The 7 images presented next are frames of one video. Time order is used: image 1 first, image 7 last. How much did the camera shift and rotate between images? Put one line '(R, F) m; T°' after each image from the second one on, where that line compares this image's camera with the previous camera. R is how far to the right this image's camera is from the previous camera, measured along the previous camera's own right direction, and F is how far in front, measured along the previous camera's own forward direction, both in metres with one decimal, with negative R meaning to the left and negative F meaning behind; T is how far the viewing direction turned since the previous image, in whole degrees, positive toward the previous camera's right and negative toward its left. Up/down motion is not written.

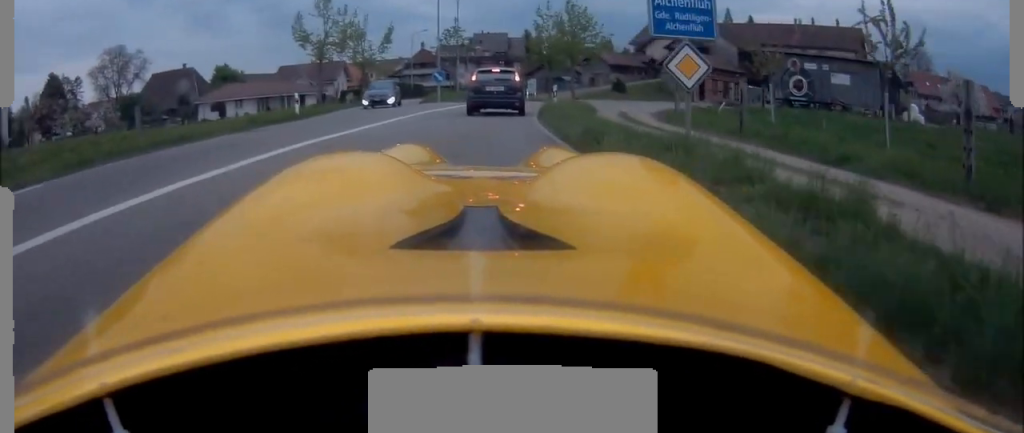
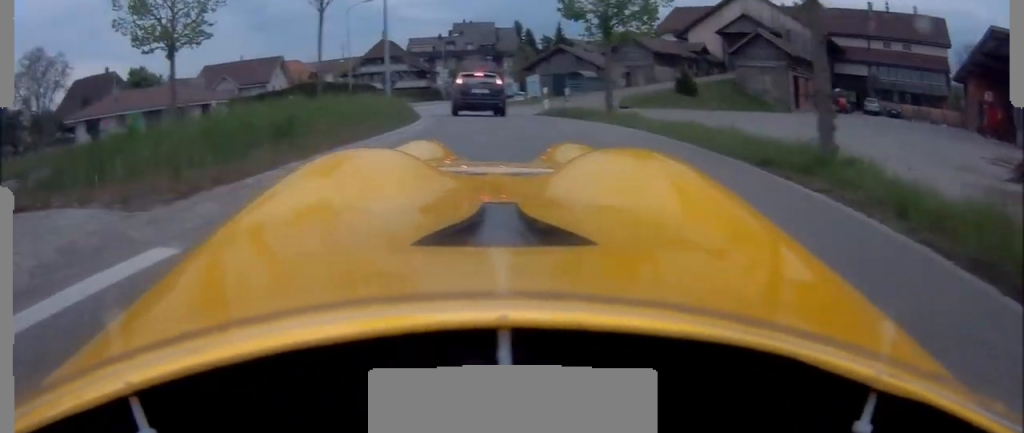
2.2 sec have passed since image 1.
(+0.3, +27.0) m; +2°
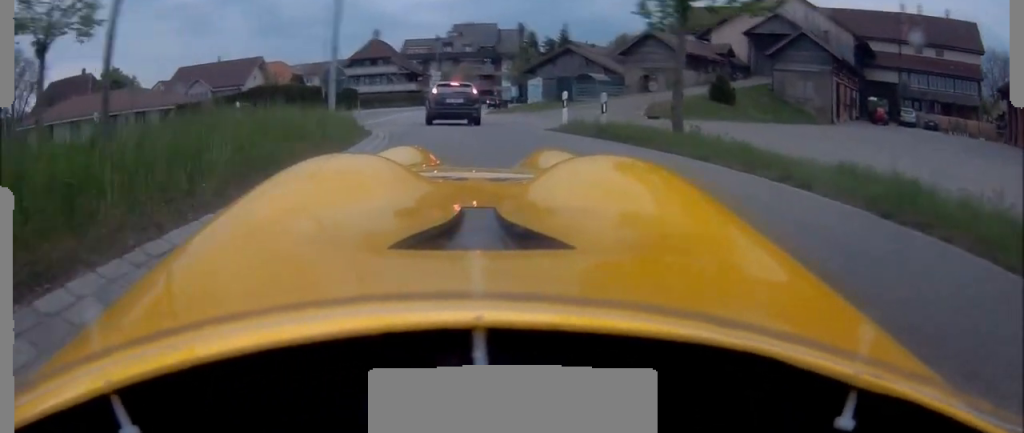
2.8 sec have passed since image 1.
(+0.2, +7.1) m; 0°
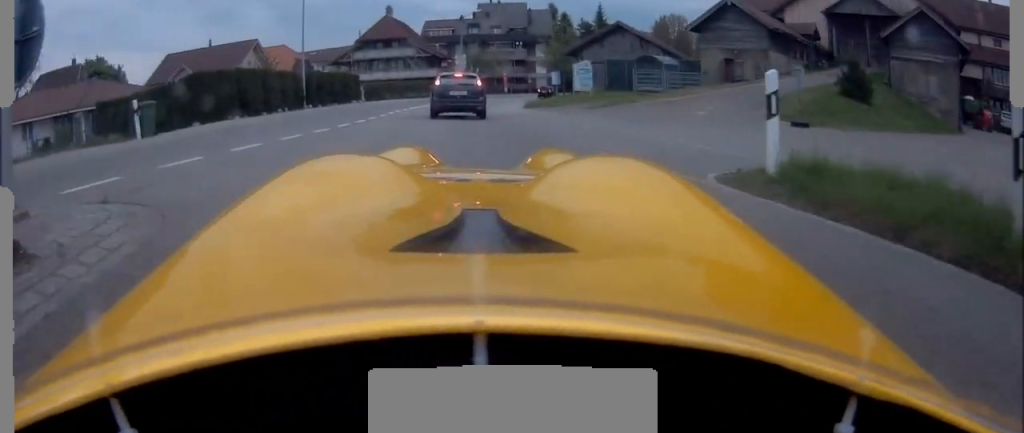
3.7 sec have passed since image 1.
(0.0, +10.8) m; -1°
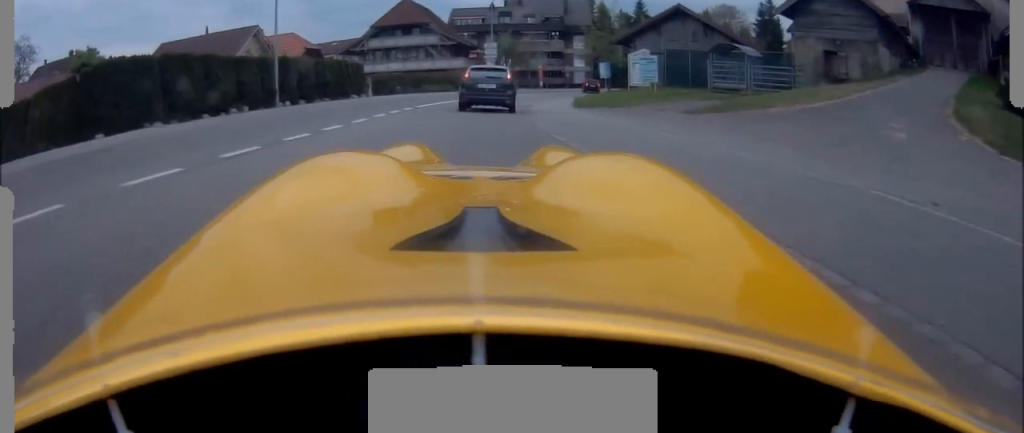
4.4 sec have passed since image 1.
(-0.2, +8.5) m; -2°
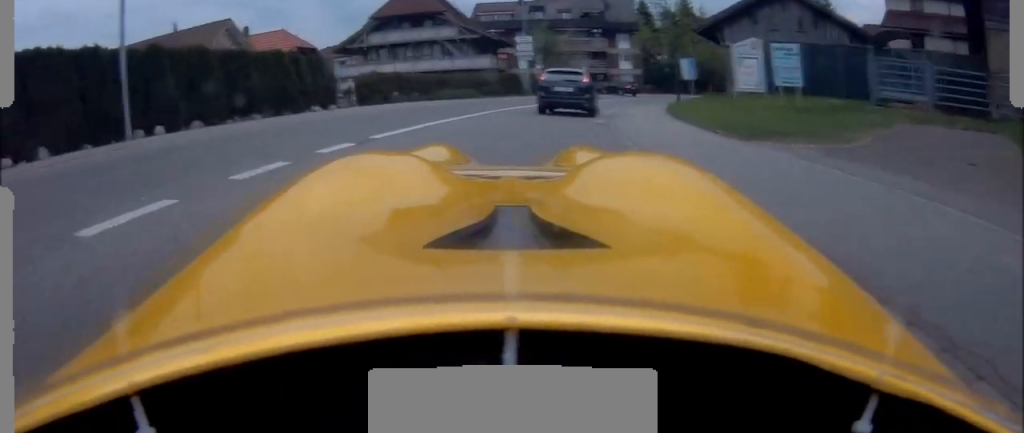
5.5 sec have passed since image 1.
(-0.3, +12.0) m; -1°
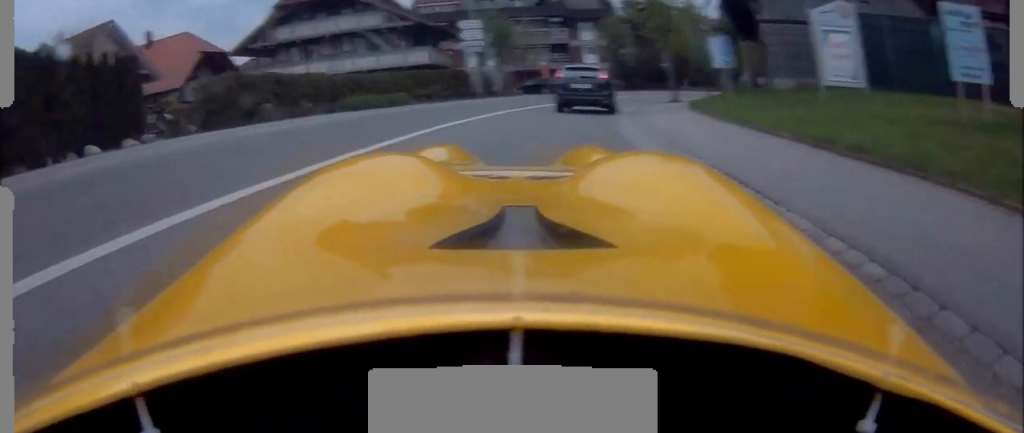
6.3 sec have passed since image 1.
(+0.1, +9.9) m; 0°
